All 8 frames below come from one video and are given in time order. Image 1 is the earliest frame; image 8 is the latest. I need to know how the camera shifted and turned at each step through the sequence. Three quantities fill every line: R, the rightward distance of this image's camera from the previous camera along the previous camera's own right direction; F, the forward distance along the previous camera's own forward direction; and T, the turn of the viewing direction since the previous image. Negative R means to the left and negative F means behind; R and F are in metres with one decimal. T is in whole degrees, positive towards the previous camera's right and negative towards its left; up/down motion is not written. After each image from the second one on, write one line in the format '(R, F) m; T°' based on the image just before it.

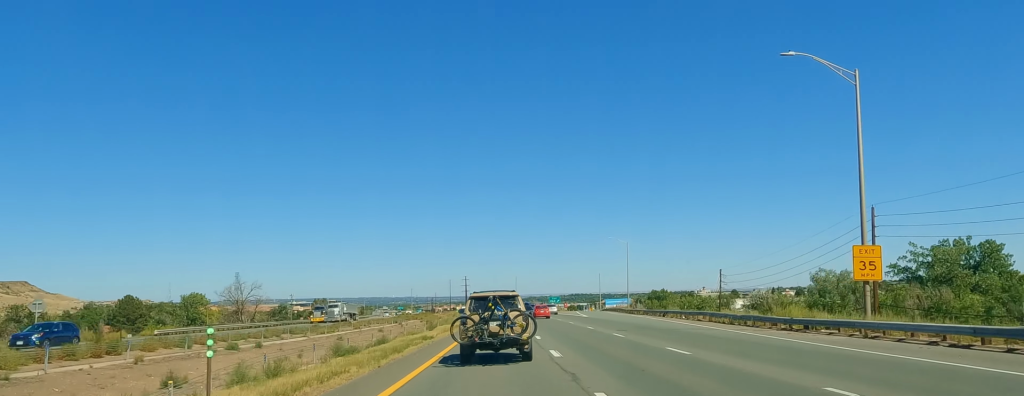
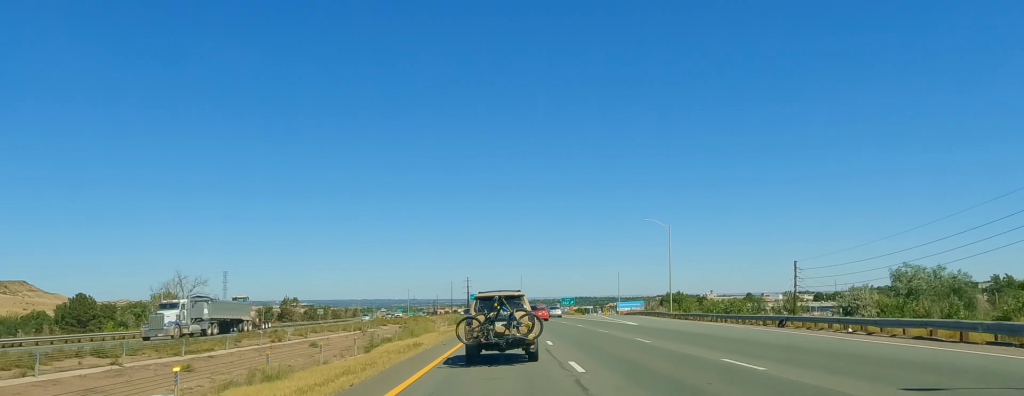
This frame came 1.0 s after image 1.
(-0.5, +29.4) m; 0°
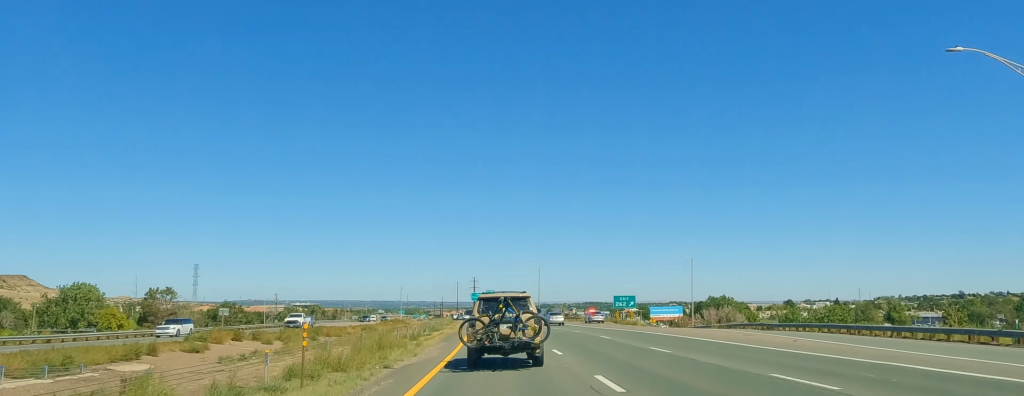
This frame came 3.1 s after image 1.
(+1.1, +63.3) m; -1°
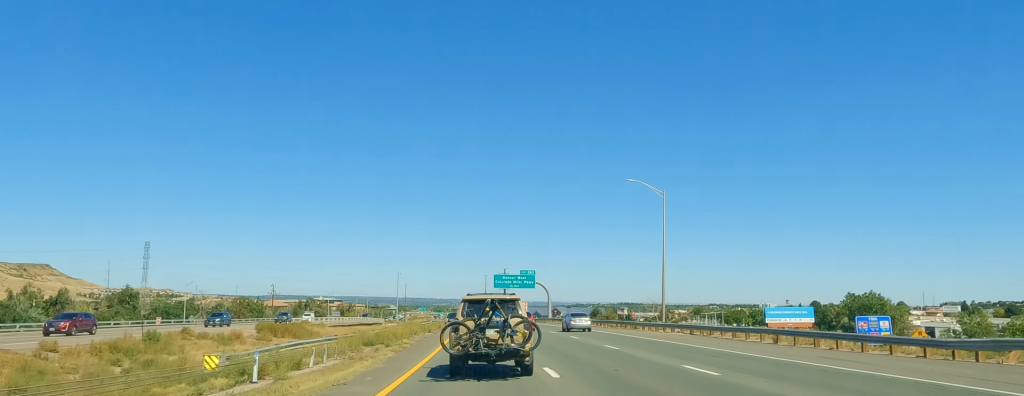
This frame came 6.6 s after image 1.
(-6.2, +101.6) m; -6°
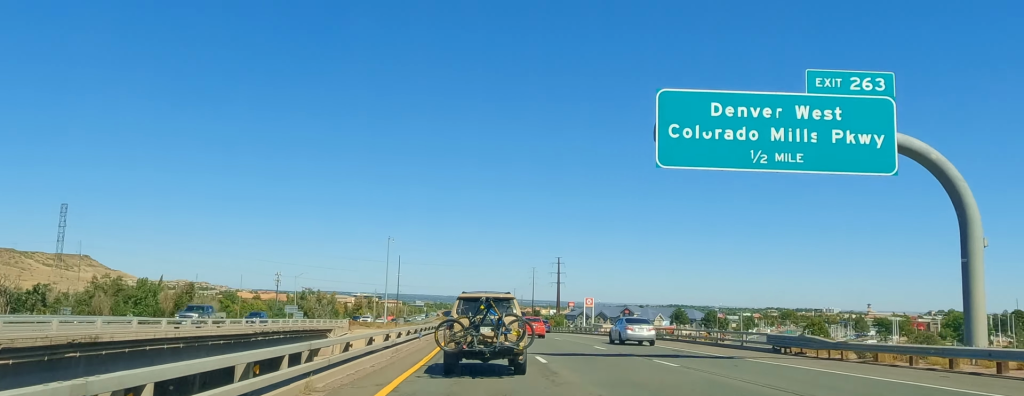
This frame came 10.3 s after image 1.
(-2.3, +105.9) m; -1°
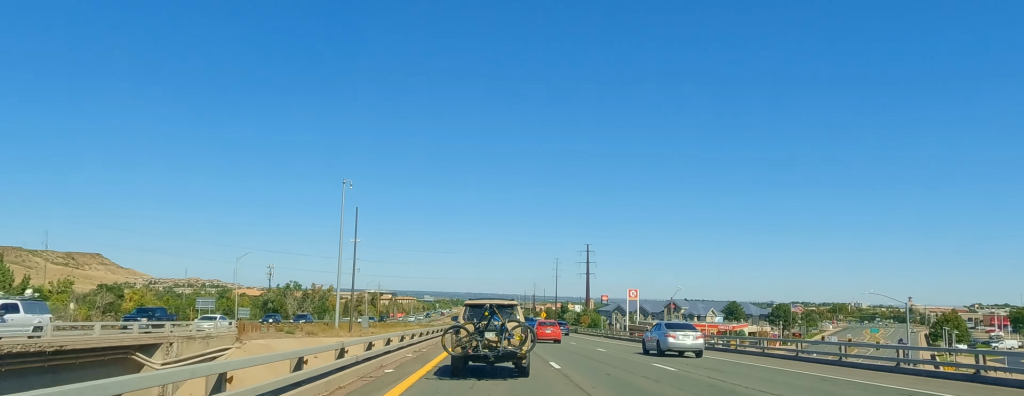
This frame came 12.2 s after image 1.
(0.0, +55.1) m; 0°
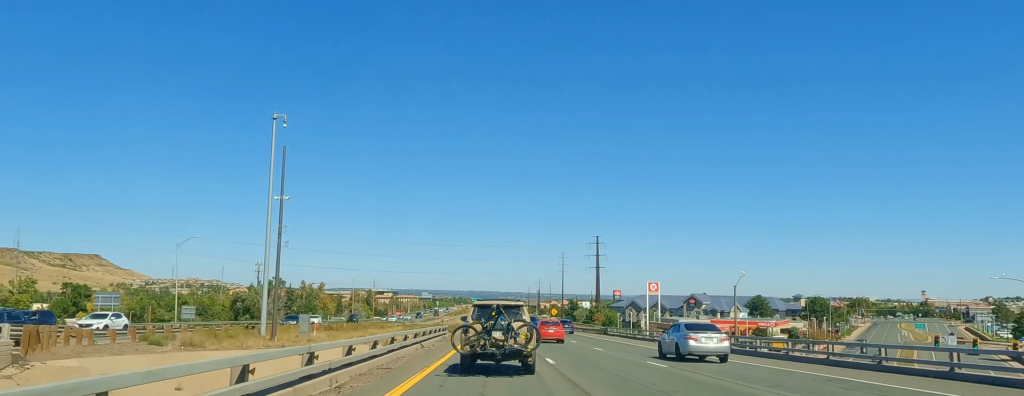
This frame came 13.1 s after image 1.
(0.0, +25.7) m; 0°
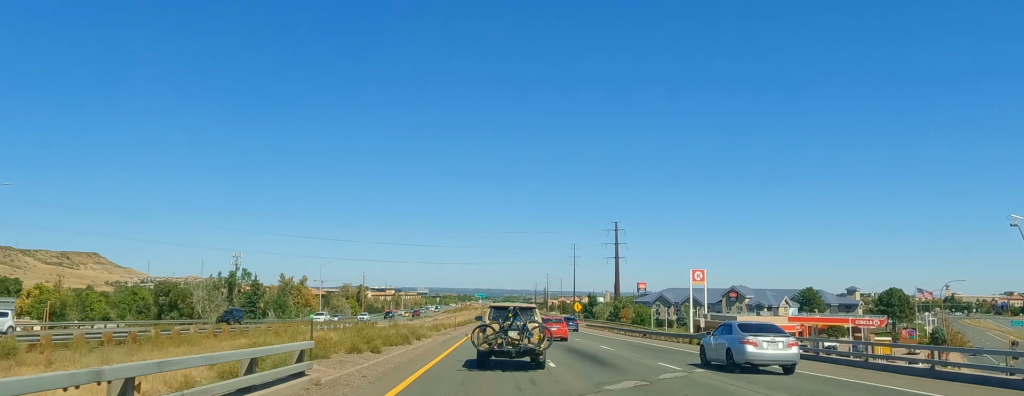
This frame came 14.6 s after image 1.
(+0.1, +41.2) m; -1°
